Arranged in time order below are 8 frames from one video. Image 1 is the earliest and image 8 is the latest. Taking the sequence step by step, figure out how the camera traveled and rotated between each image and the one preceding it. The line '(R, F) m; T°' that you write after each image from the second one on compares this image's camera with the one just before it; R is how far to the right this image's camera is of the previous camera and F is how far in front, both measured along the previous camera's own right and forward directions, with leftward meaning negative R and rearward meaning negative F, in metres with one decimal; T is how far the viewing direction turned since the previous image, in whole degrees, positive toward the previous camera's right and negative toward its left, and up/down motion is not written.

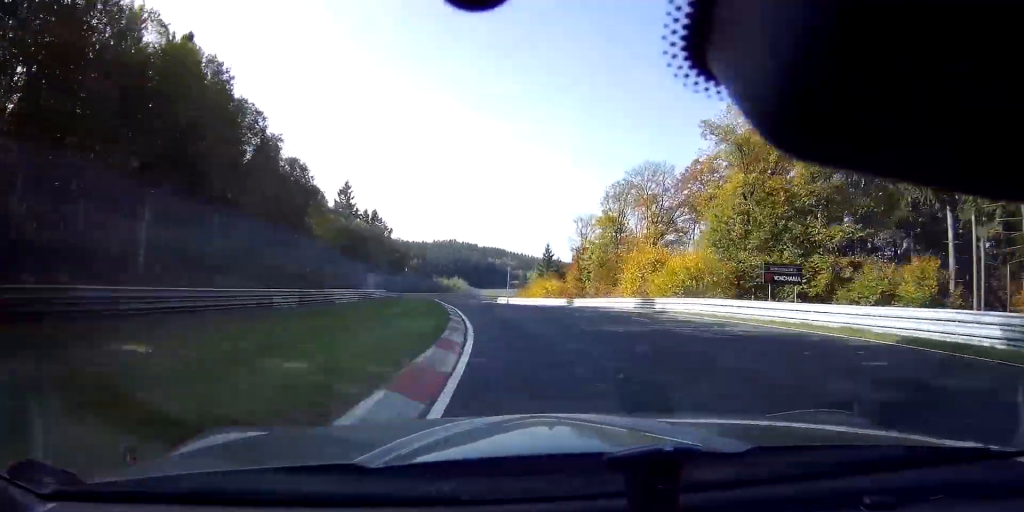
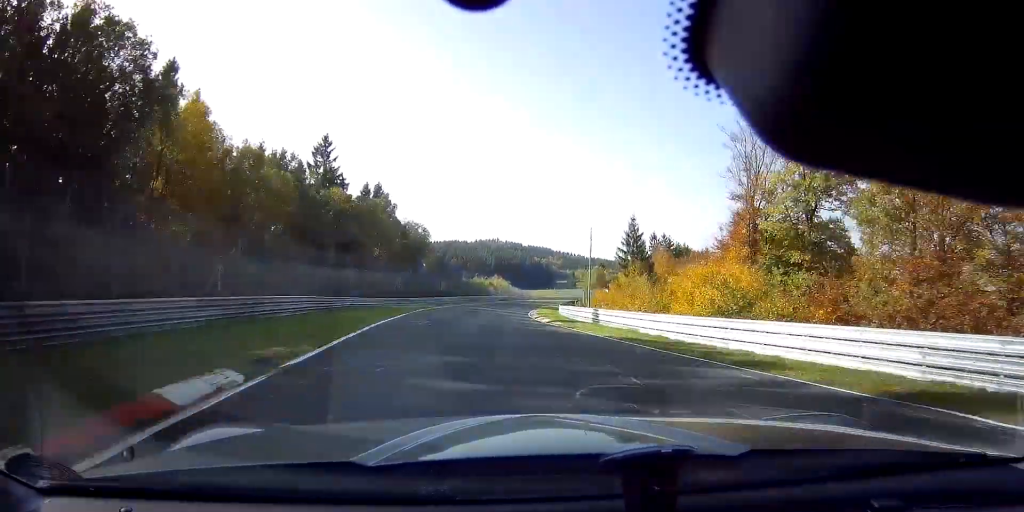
(-0.1, +43.2) m; 0°
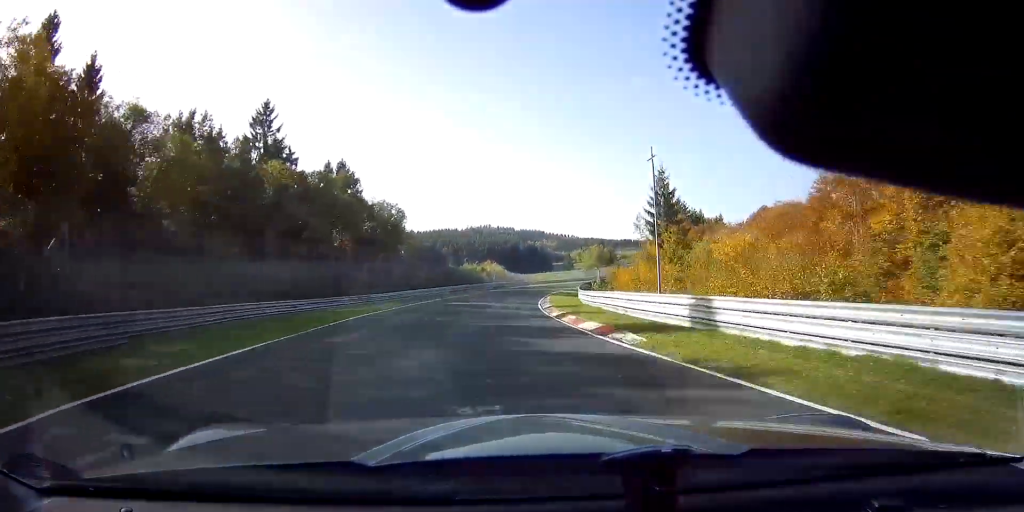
(+0.1, +17.8) m; +1°
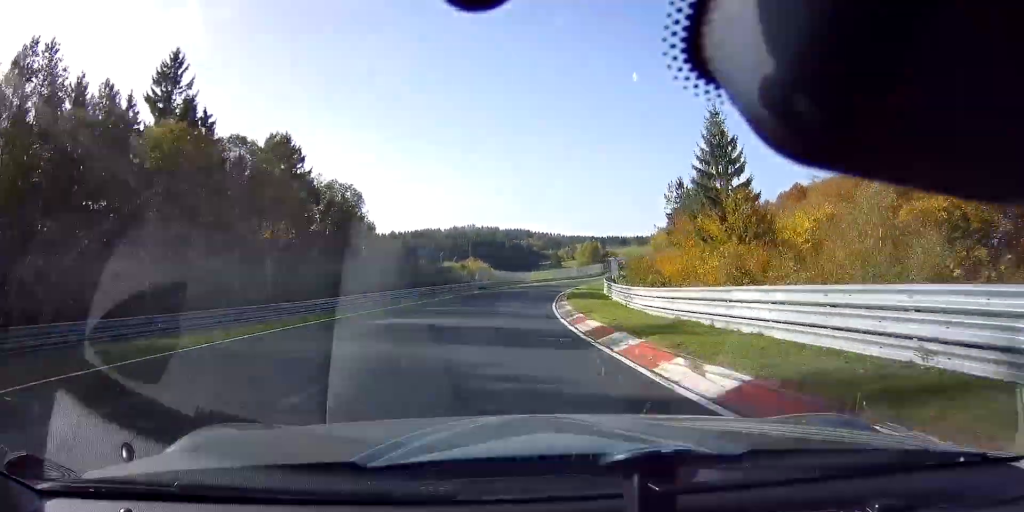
(-0.4, +19.0) m; +2°
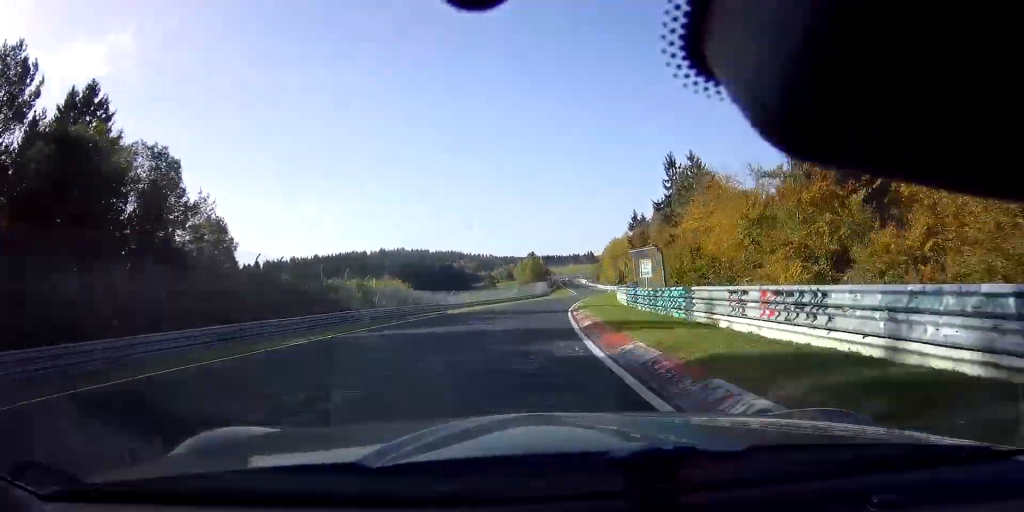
(+1.5, +30.3) m; +6°
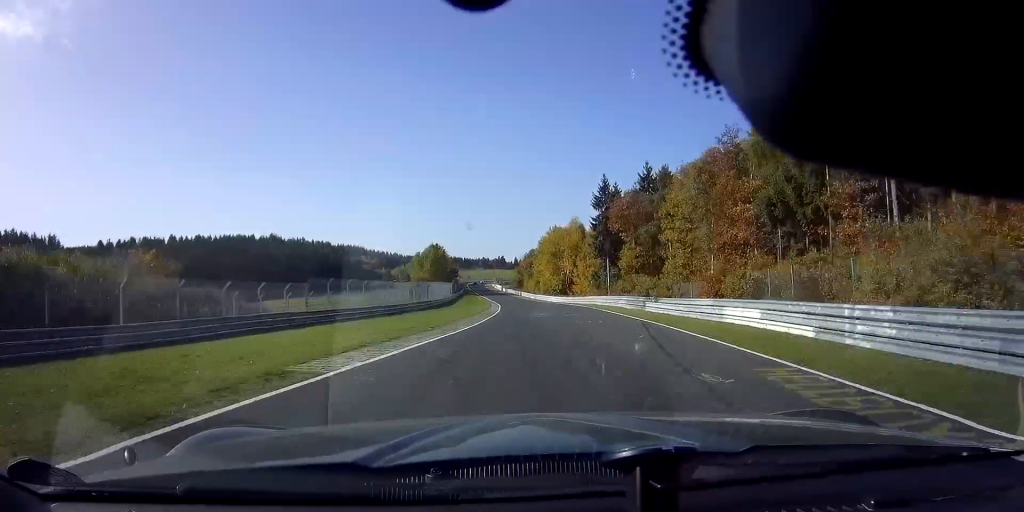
(+4.2, +53.2) m; +7°
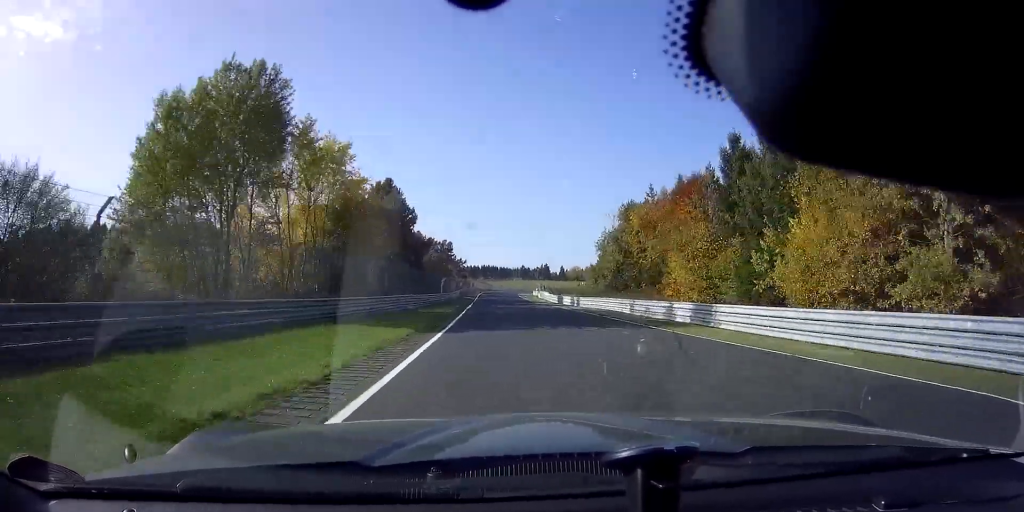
(+0.1, +117.3) m; -3°
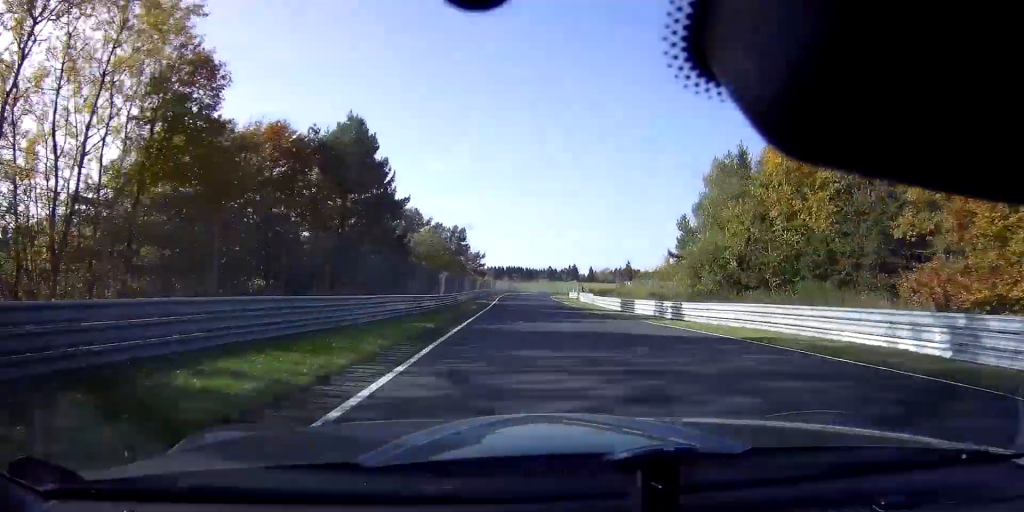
(-0.5, +25.8) m; -1°
